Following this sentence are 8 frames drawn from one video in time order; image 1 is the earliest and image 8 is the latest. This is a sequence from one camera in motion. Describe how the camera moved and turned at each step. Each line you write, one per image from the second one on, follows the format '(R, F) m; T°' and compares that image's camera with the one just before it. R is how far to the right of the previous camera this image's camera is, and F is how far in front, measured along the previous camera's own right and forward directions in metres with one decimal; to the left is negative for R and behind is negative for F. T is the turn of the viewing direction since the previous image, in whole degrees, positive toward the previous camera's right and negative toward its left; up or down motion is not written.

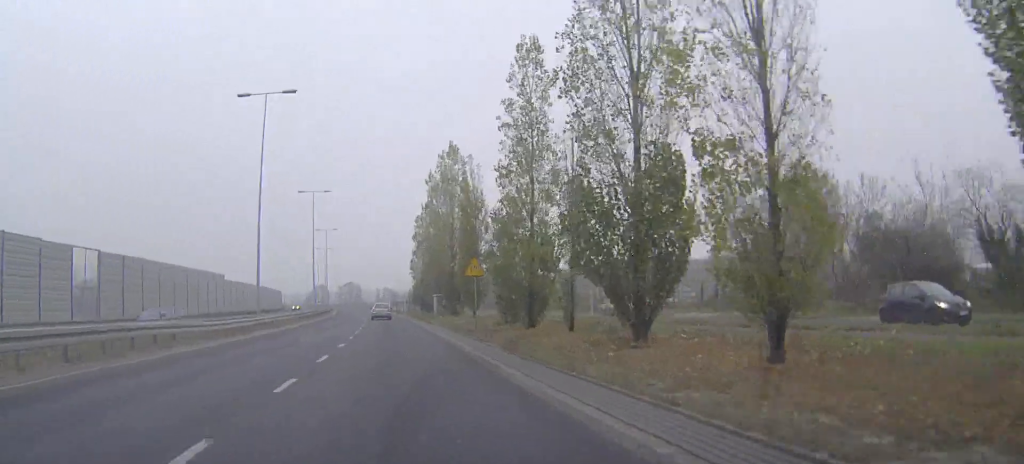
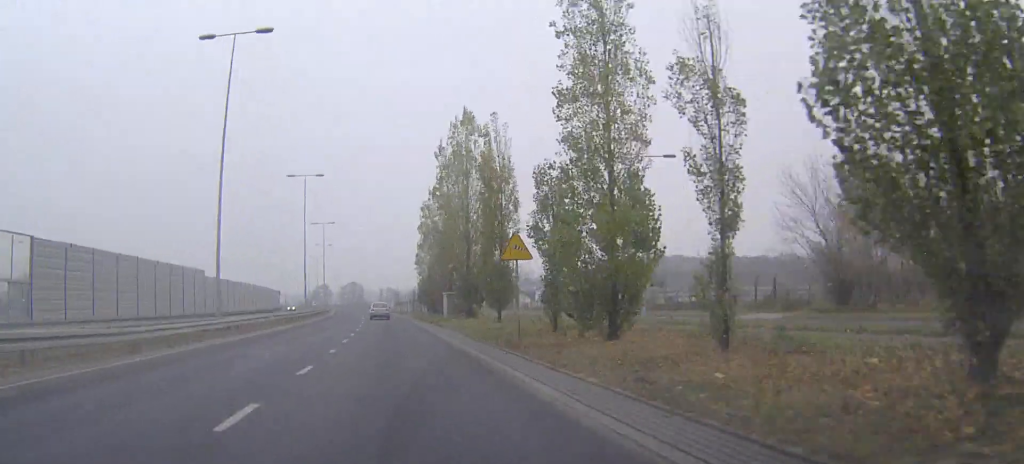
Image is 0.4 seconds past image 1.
(0.0, +8.9) m; 0°
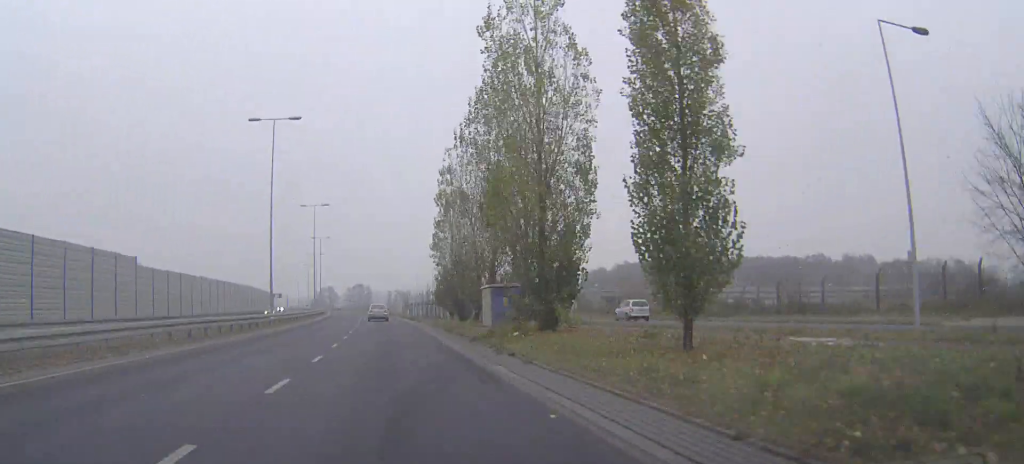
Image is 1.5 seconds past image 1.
(-0.1, +21.0) m; -1°
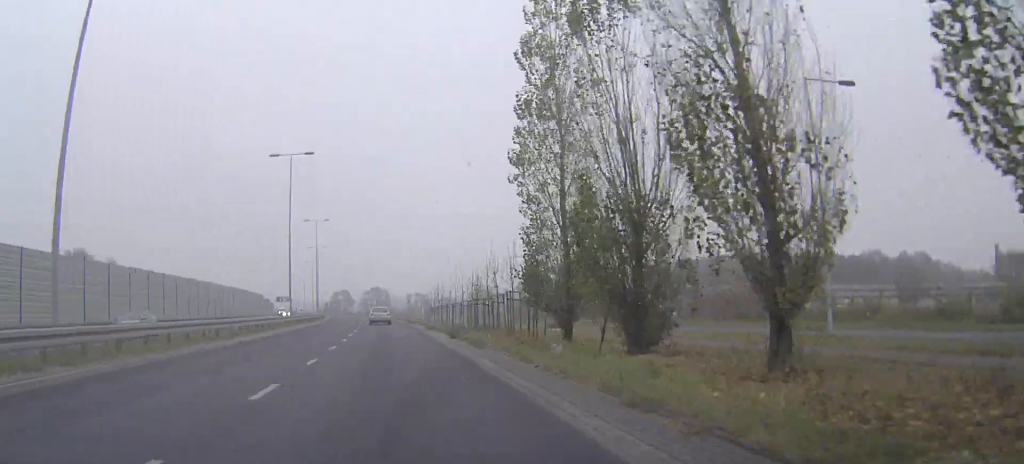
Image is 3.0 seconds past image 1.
(-0.4, +31.1) m; -2°
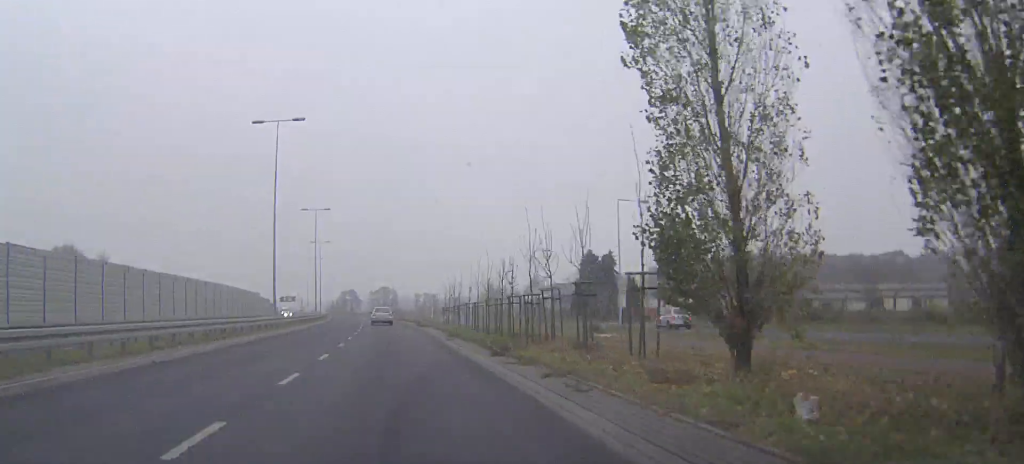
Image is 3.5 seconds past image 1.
(0.0, +9.5) m; -1°
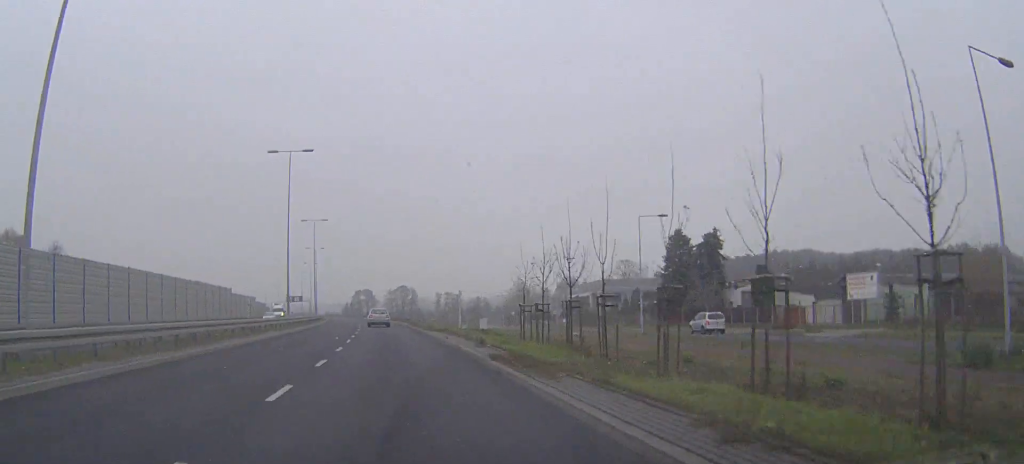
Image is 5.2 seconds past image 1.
(-0.5, +32.2) m; -2°
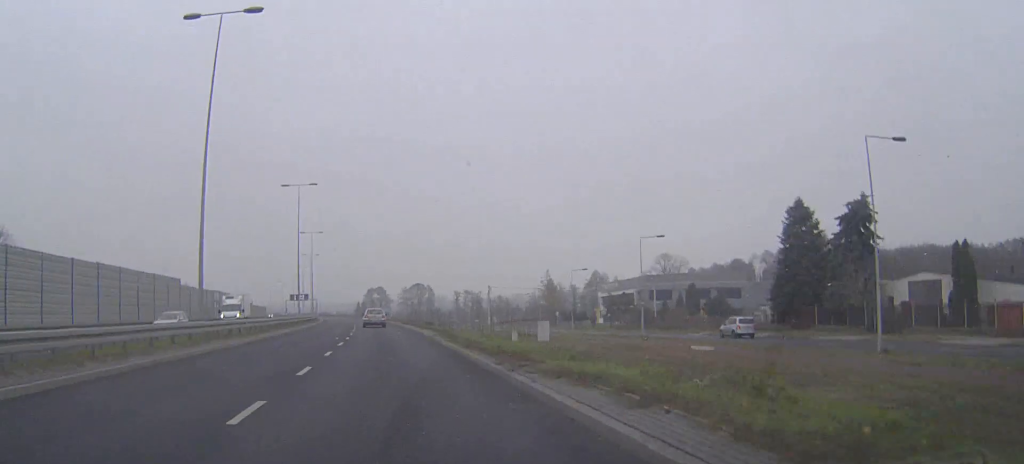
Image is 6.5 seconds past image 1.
(-0.2, +25.8) m; -1°
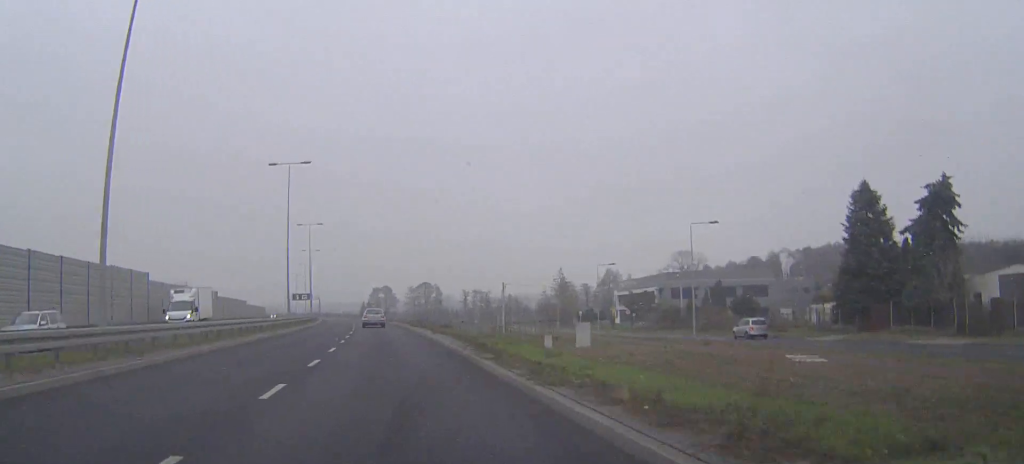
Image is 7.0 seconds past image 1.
(-0.1, +10.2) m; -1°
